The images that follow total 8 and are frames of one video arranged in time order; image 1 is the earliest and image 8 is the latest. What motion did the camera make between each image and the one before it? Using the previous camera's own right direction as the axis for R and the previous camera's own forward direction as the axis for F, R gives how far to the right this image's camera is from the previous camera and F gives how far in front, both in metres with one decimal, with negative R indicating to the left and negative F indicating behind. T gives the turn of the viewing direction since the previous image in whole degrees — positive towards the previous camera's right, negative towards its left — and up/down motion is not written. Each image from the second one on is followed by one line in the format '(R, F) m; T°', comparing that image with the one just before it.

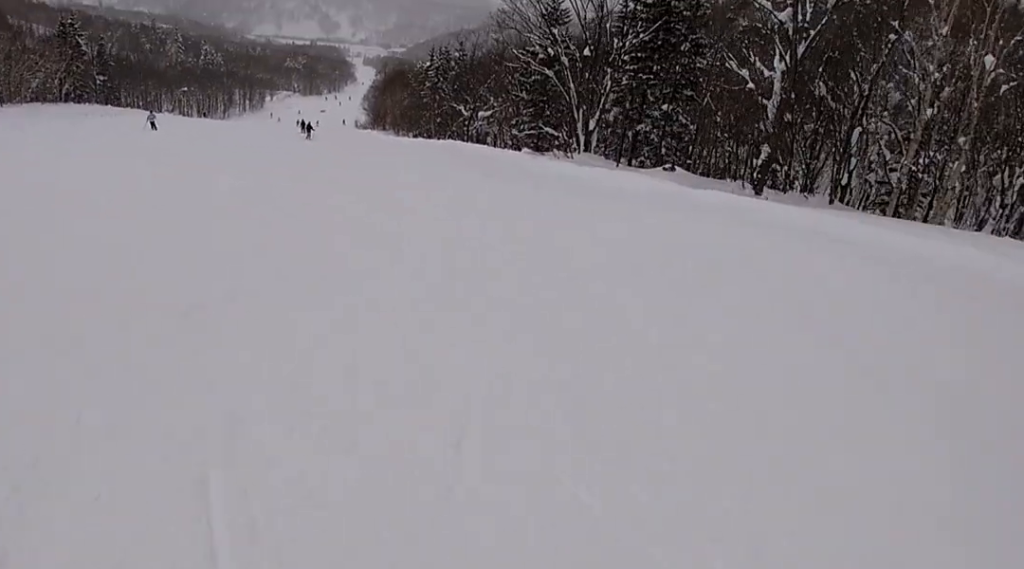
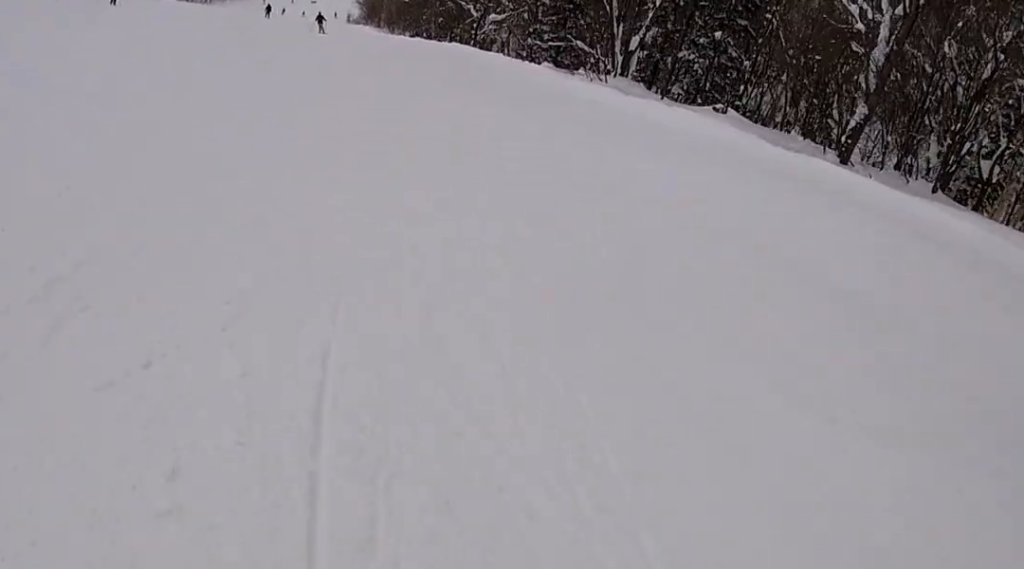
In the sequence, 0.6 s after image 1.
(+0.2, +5.6) m; -4°
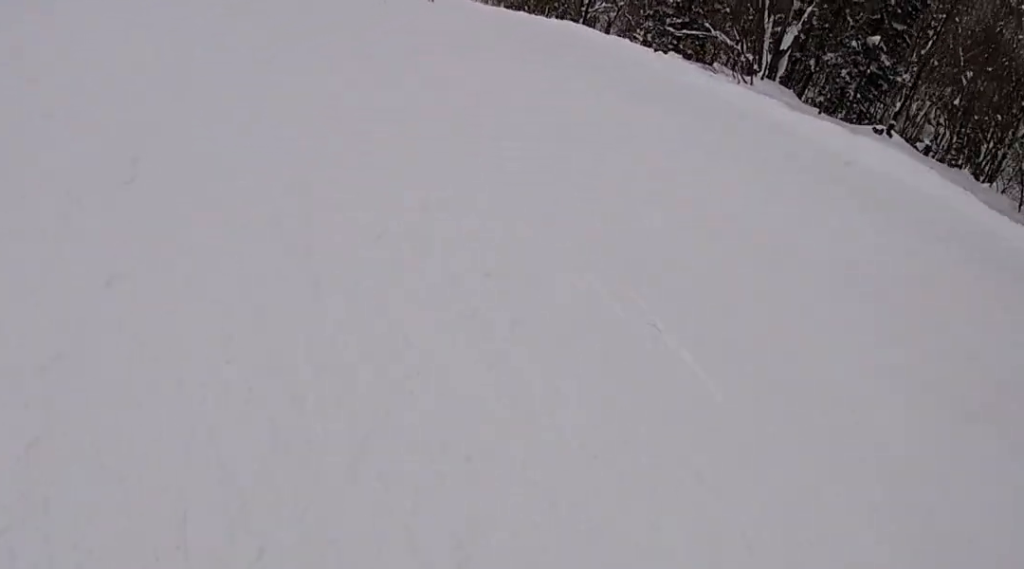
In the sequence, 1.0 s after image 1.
(-0.4, +4.1) m; -7°
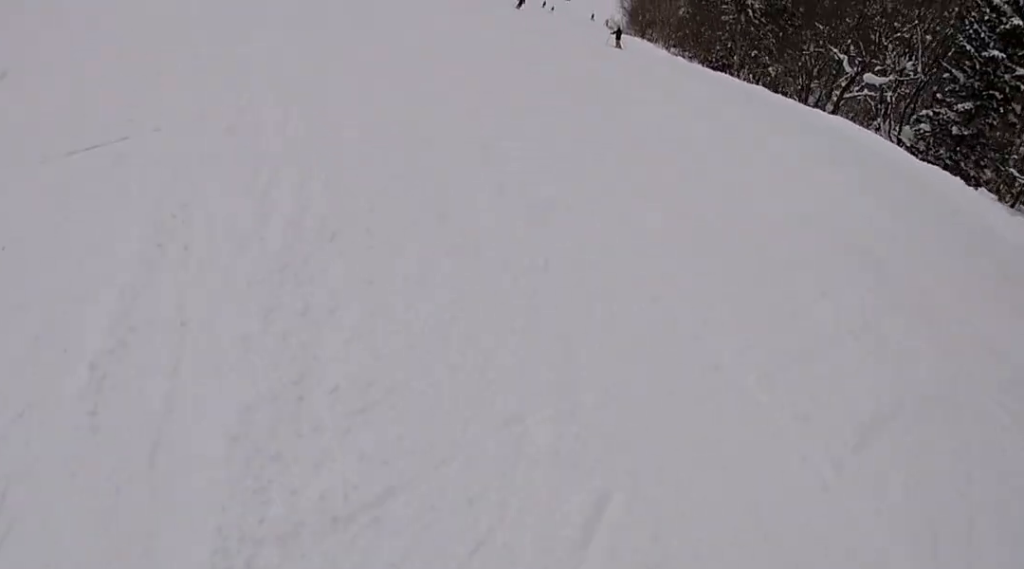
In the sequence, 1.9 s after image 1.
(-1.2, +9.1) m; -15°
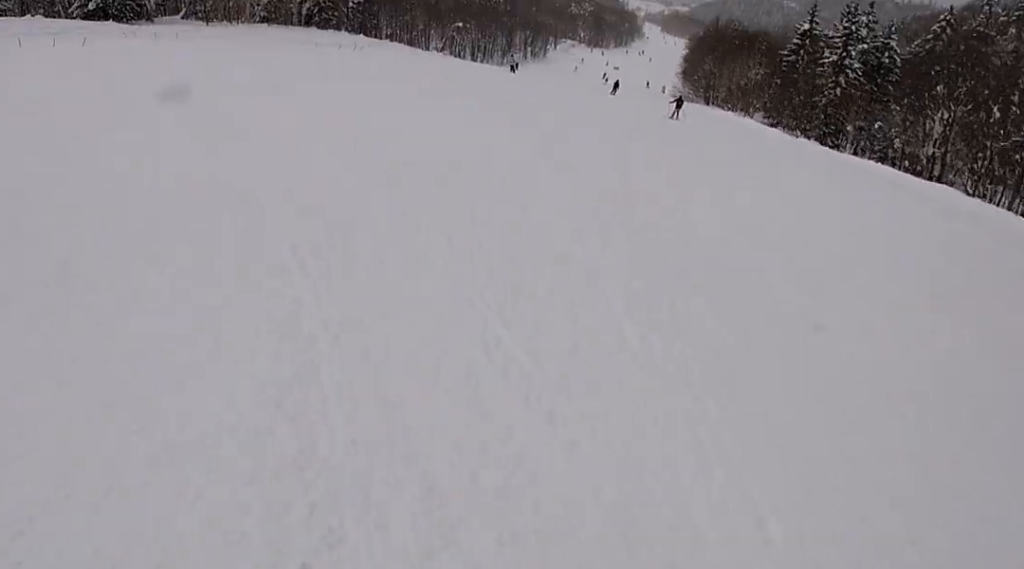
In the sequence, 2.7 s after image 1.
(-0.9, +8.2) m; -9°
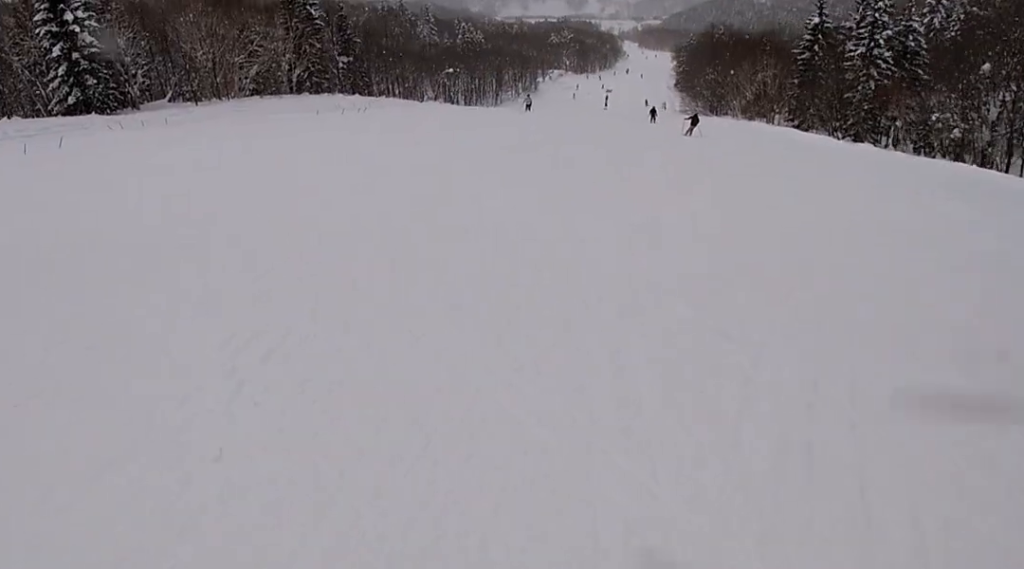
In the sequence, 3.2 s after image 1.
(-0.8, +5.5) m; -2°
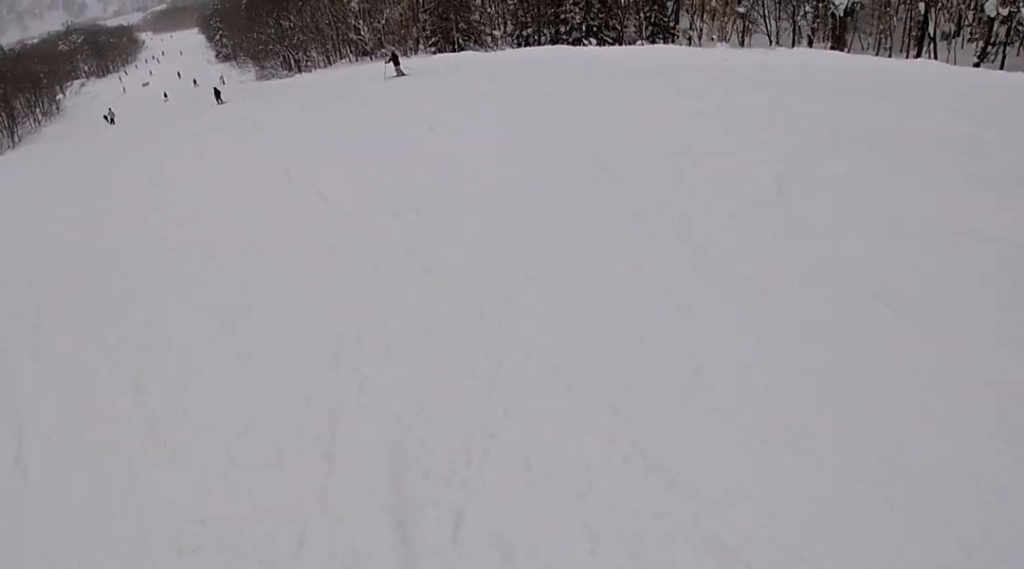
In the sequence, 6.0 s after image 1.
(+12.7, +24.3) m; +57°
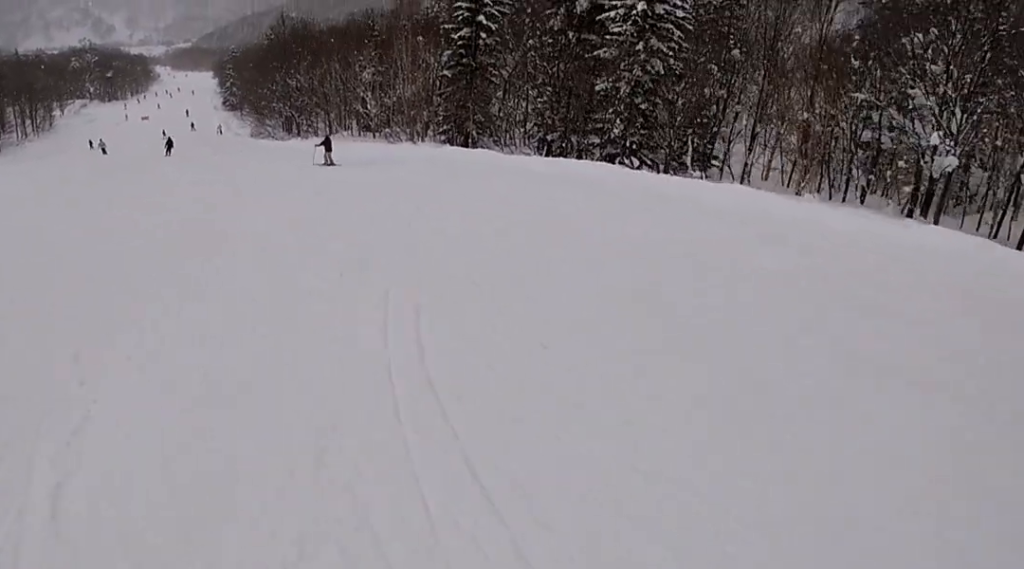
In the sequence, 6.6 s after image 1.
(+0.7, +6.8) m; +2°
